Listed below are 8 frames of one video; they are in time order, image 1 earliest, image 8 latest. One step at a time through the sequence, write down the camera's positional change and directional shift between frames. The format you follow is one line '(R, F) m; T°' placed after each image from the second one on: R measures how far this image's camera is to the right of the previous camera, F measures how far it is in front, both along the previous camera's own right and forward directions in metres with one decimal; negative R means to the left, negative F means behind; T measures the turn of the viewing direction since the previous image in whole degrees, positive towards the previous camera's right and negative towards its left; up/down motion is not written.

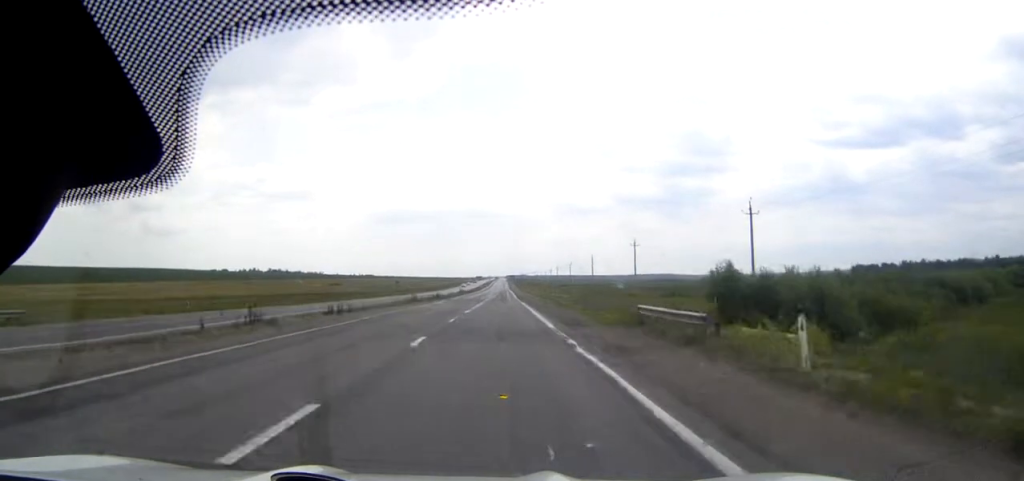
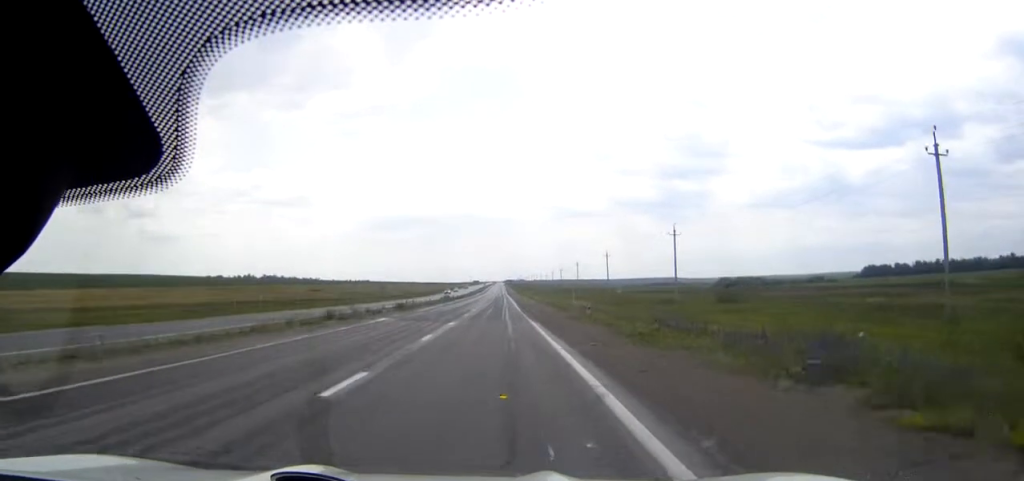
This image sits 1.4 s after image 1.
(+0.1, +31.8) m; 0°
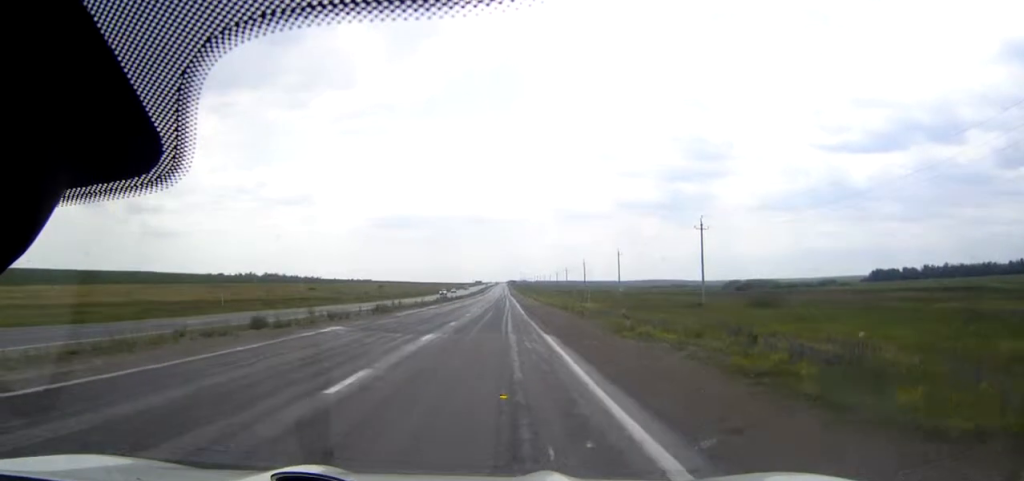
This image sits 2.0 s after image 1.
(0.0, +11.7) m; 0°
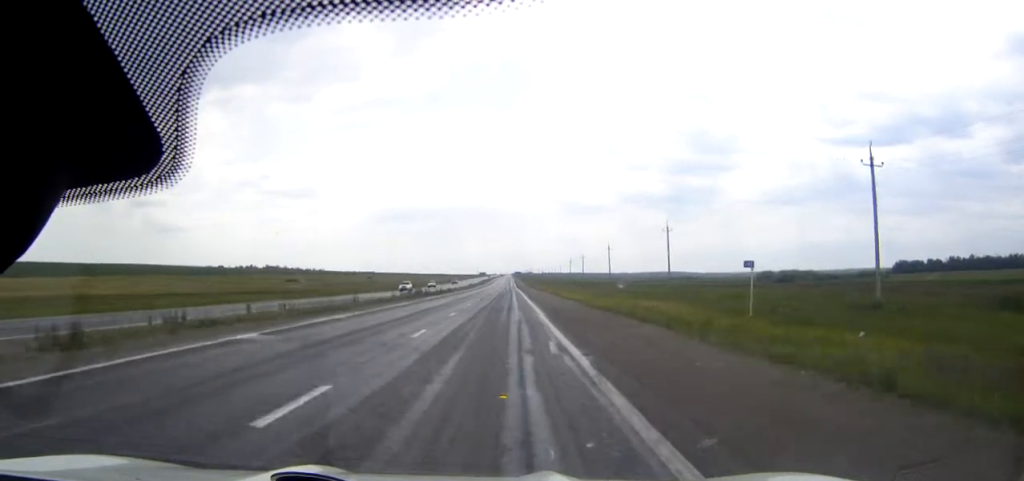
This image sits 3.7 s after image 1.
(-0.1, +38.9) m; 0°
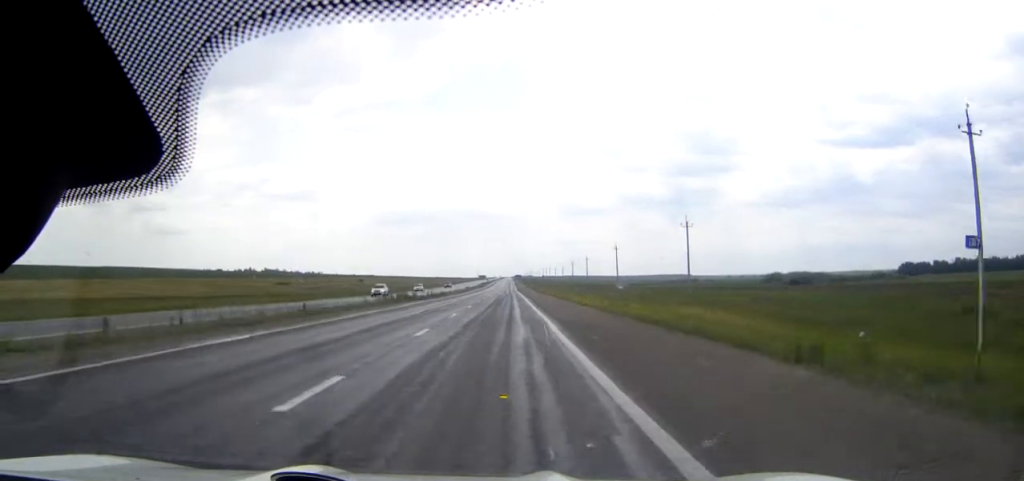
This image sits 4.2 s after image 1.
(0.0, +11.1) m; 0°
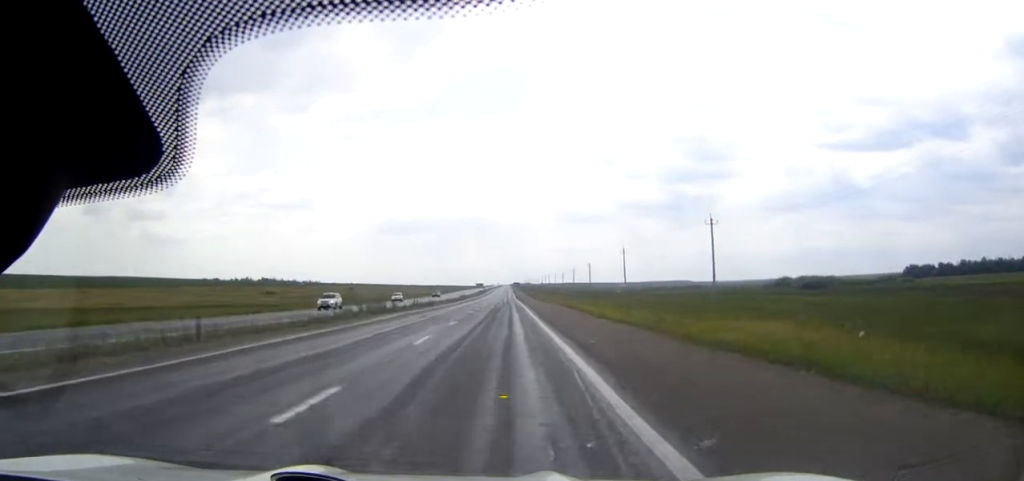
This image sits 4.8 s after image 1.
(0.0, +11.9) m; 0°
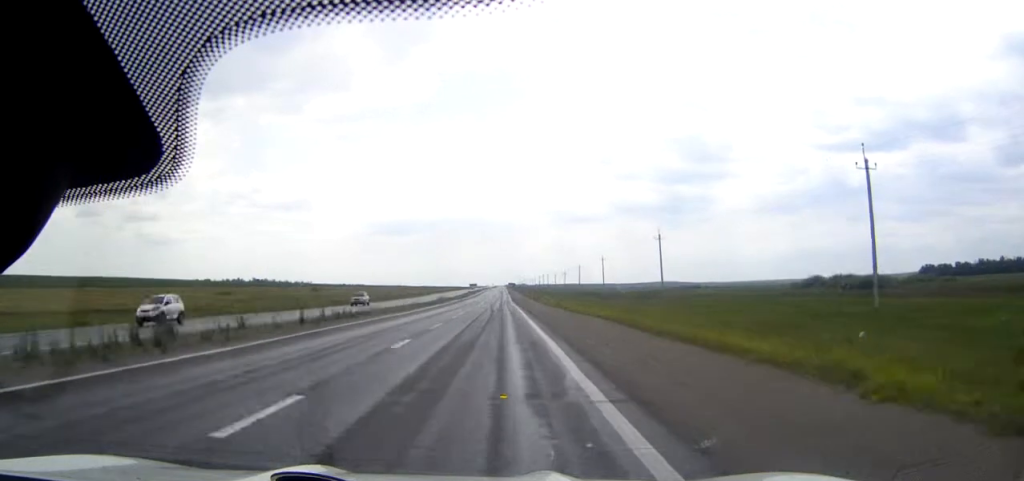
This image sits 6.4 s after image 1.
(+0.1, +36.9) m; 0°
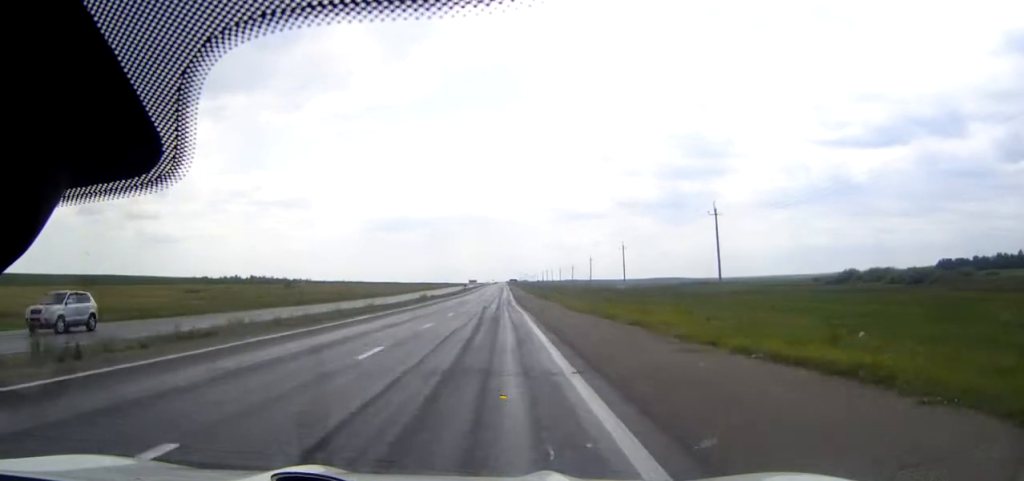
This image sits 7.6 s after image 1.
(0.0, +27.4) m; 0°
